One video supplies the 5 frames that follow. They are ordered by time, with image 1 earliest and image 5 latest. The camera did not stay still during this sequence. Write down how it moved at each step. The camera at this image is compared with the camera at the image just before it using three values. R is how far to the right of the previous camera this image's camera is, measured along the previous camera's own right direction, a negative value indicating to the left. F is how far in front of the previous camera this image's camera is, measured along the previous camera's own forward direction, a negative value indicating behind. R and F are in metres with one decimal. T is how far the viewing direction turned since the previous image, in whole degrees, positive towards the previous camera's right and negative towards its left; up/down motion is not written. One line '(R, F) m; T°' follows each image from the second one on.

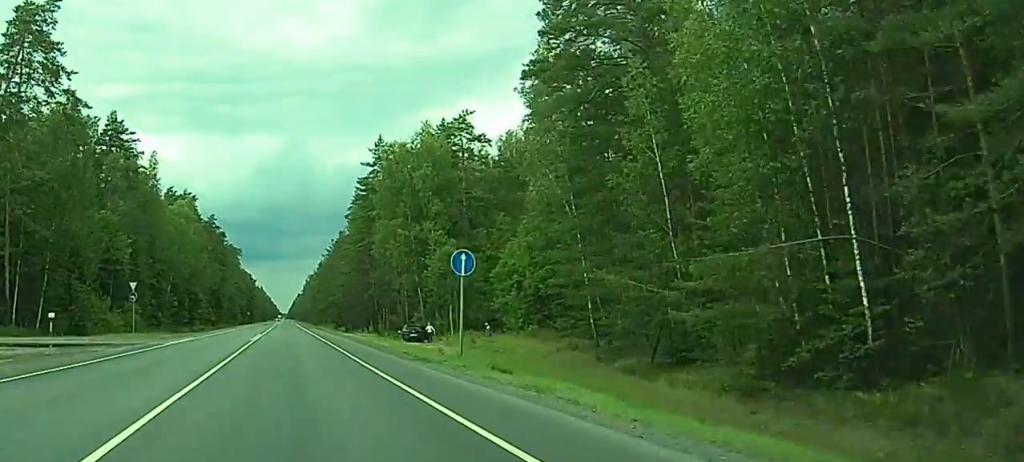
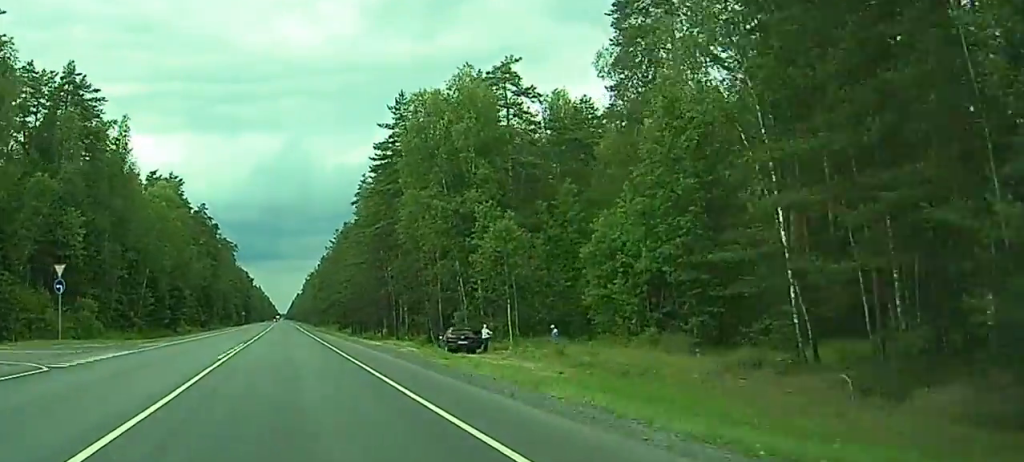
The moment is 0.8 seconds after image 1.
(0.0, +20.9) m; 0°
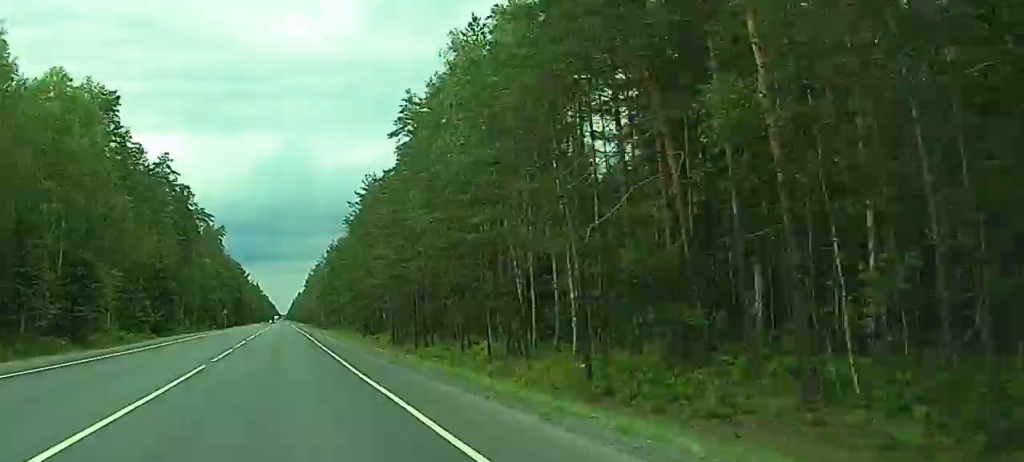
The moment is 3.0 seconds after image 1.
(+0.9, +60.3) m; +1°
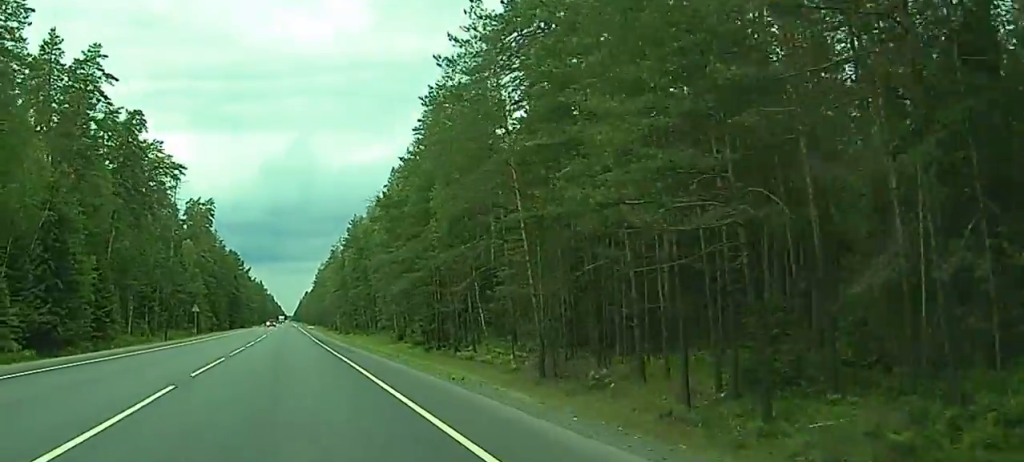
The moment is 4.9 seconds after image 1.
(-0.4, +54.2) m; -1°
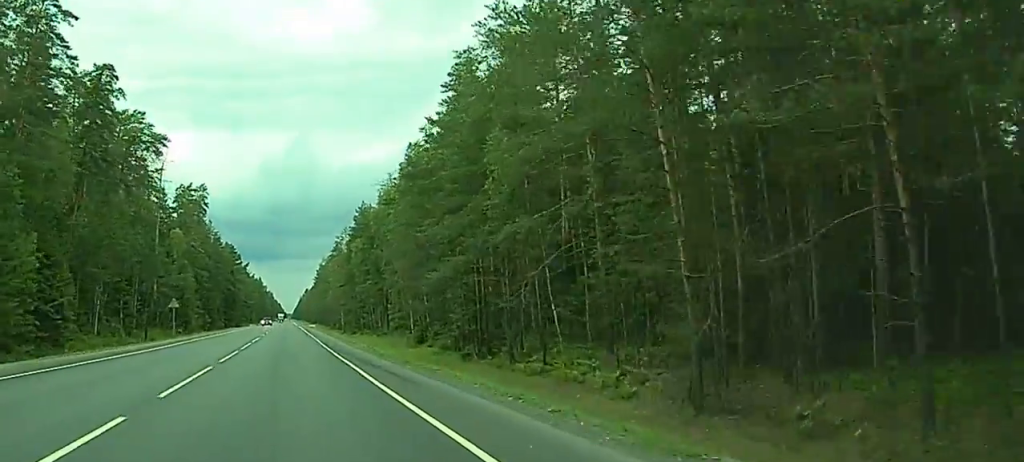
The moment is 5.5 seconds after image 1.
(-0.1, +16.6) m; -1°
